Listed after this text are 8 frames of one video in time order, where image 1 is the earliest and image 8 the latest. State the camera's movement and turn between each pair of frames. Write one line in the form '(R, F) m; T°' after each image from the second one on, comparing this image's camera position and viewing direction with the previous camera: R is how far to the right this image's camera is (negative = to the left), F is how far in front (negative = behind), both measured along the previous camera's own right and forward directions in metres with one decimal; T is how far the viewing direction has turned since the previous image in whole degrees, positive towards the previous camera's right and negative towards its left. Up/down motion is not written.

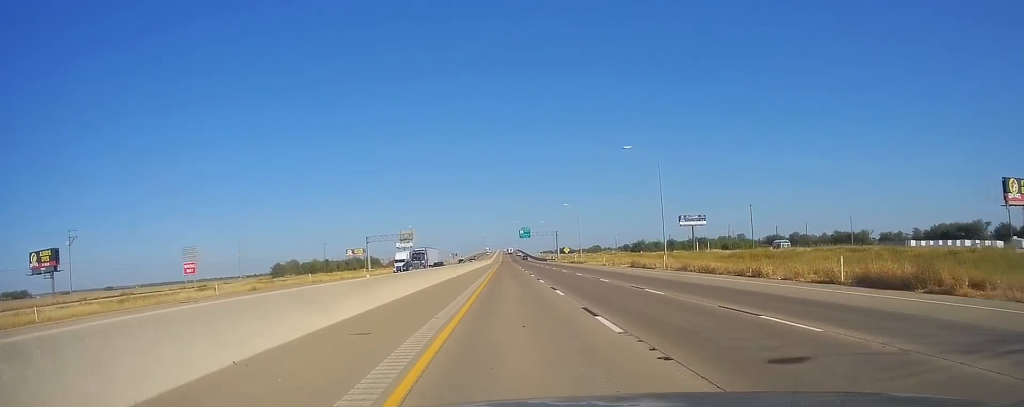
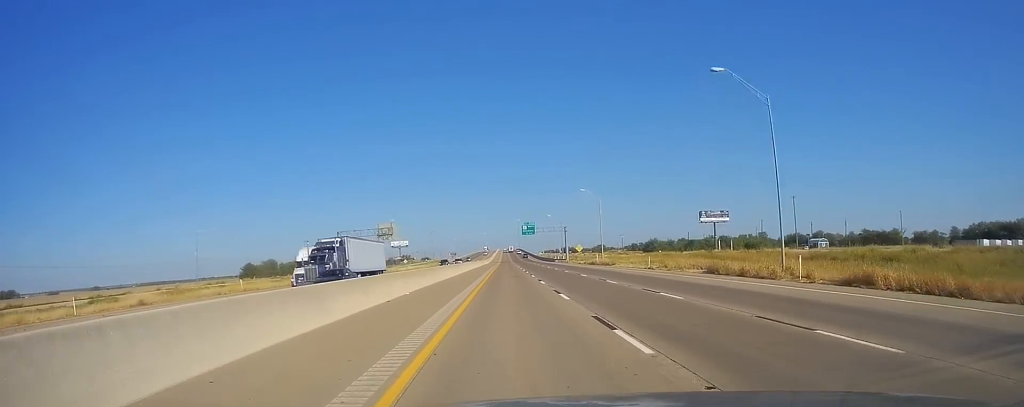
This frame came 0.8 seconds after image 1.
(-0.1, +27.4) m; 0°
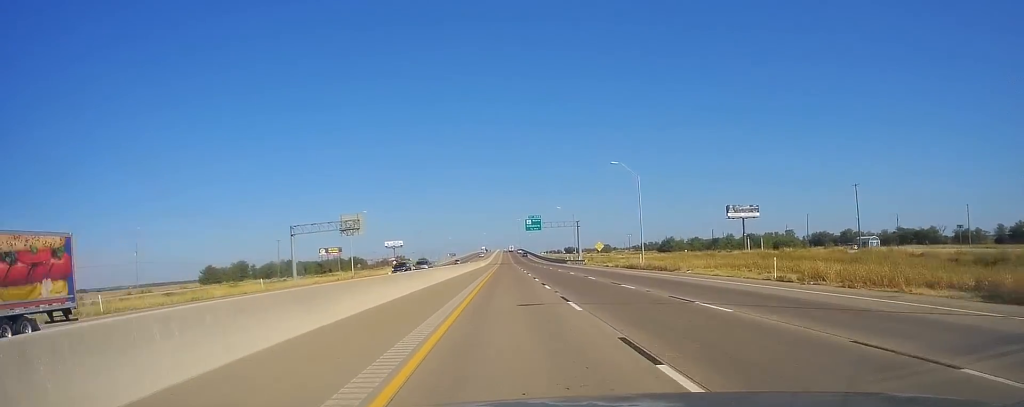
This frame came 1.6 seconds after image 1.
(0.0, +28.9) m; +1°
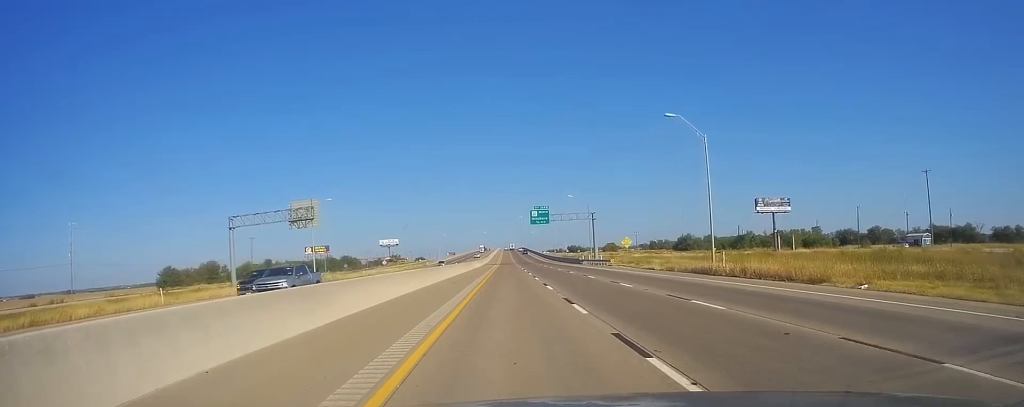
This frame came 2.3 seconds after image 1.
(0.0, +23.7) m; 0°
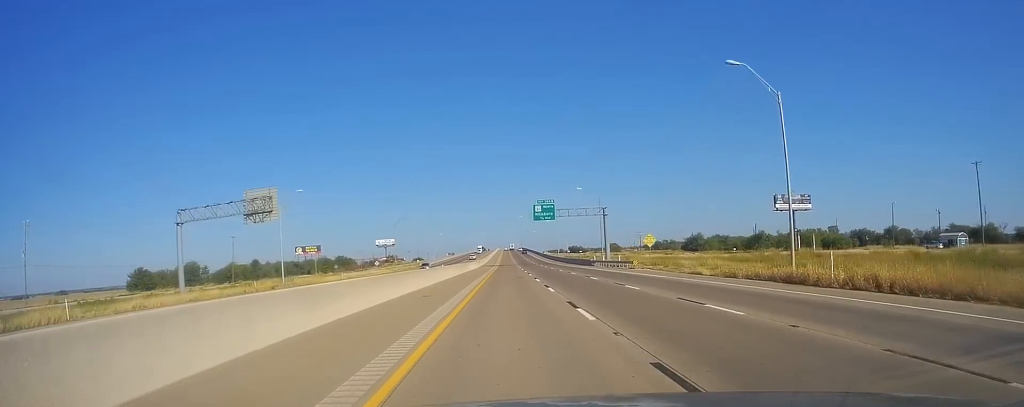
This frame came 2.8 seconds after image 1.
(+0.3, +13.5) m; 0°
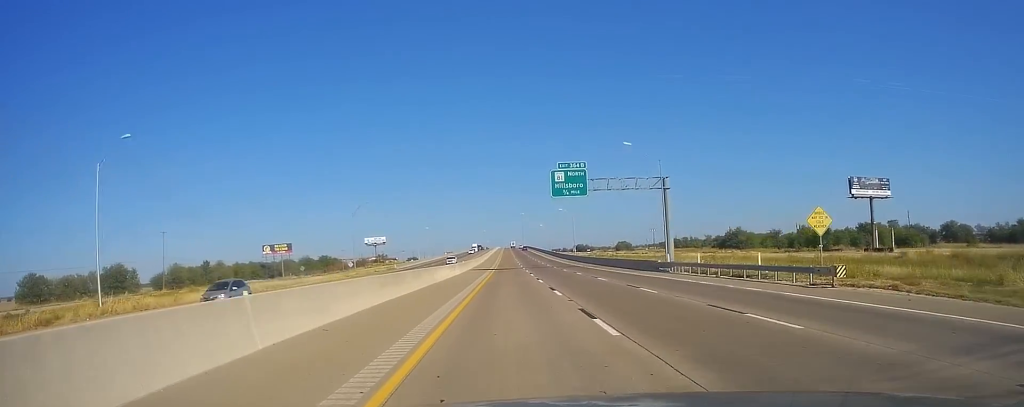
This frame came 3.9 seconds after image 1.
(-0.4, +39.4) m; 0°
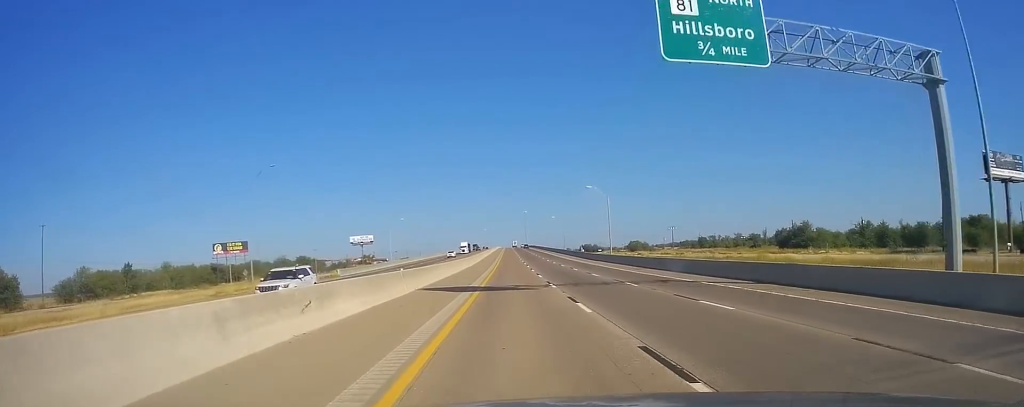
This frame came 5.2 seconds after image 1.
(+0.4, +44.1) m; 0°
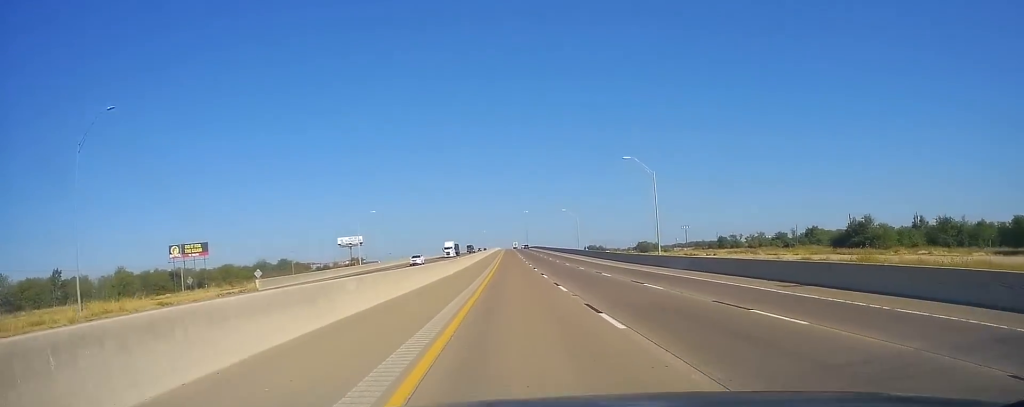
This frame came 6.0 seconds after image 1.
(-0.3, +28.3) m; -1°
